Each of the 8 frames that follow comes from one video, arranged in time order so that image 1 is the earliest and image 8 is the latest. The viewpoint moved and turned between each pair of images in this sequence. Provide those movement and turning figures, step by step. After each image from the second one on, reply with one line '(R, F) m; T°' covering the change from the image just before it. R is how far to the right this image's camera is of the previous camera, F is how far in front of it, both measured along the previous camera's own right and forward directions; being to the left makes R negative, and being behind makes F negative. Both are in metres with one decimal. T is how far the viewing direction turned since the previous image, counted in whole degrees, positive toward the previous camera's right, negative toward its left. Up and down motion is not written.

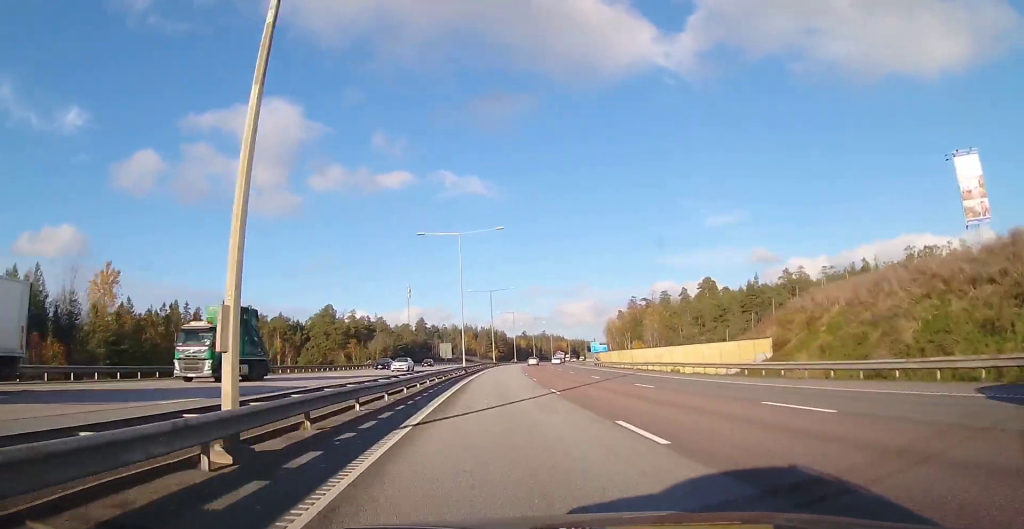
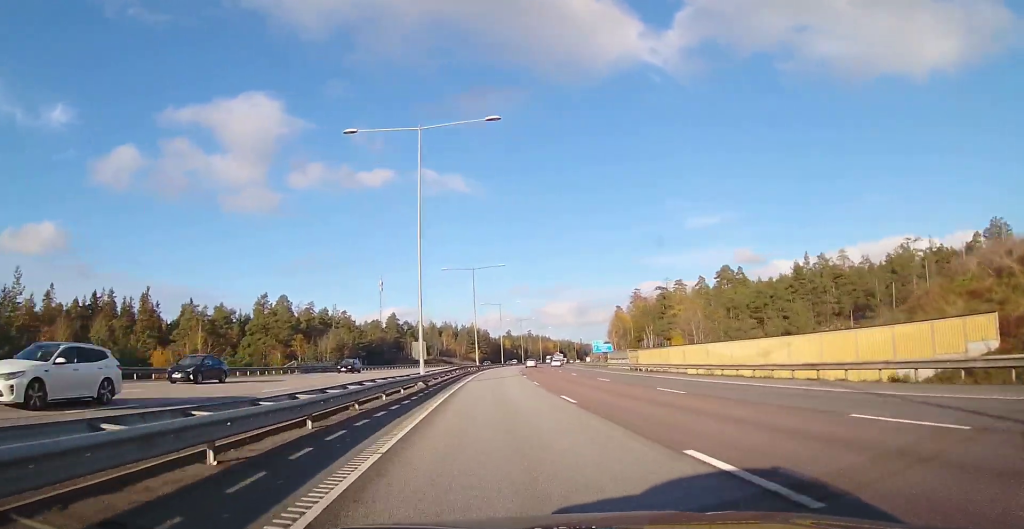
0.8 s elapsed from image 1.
(+0.2, +28.2) m; +2°
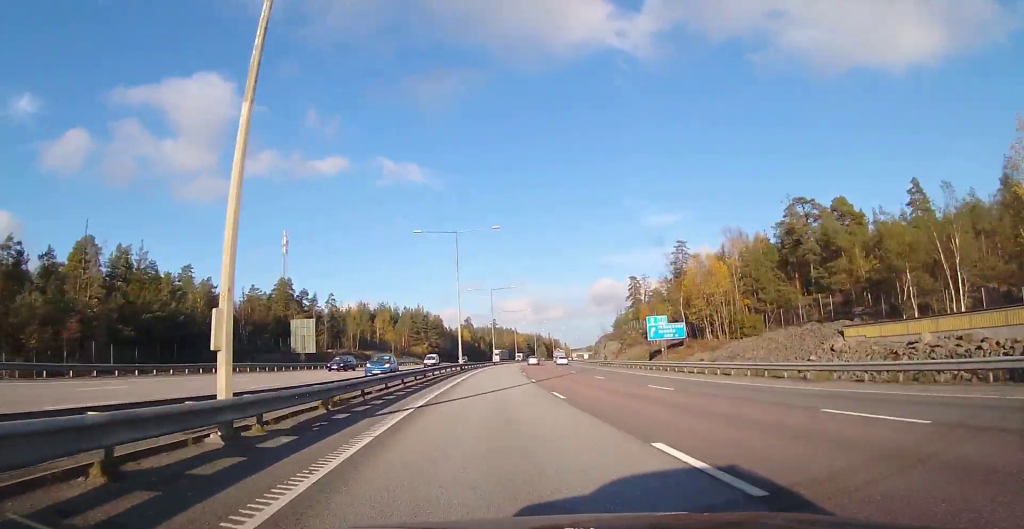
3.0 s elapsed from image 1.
(+4.9, +73.9) m; +7°
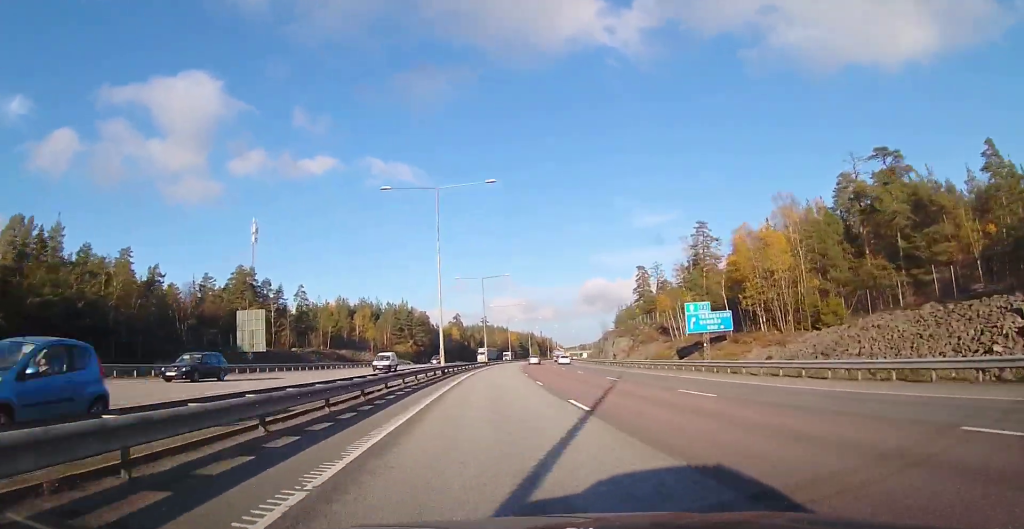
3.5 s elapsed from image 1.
(+0.1, +16.2) m; +1°
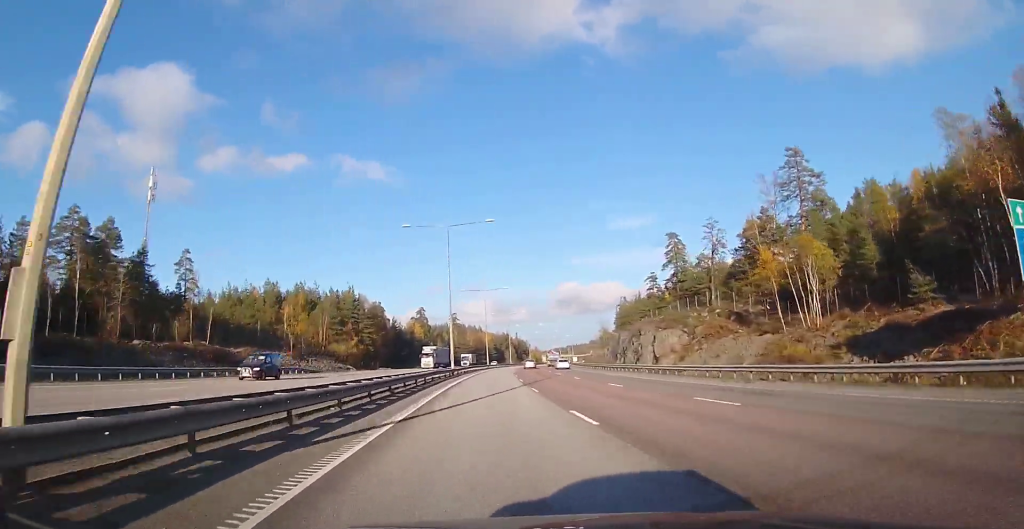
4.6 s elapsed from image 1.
(+1.1, +39.7) m; +2°
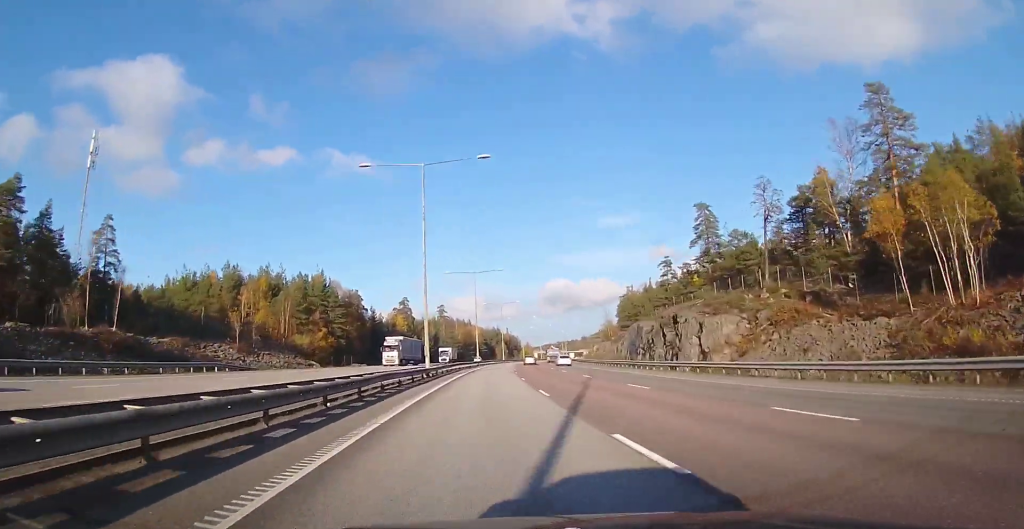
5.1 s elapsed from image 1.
(0.0, +17.8) m; +1°
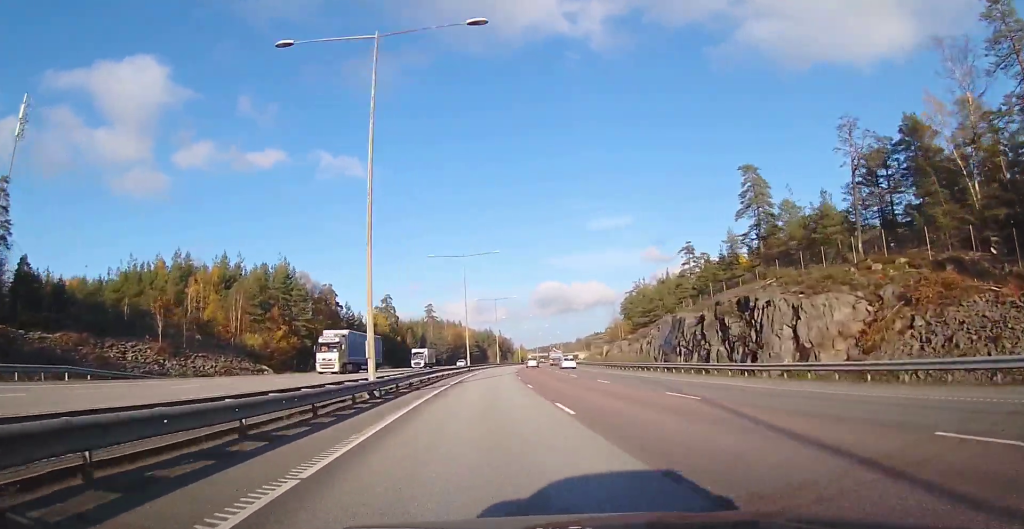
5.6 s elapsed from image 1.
(-0.3, +17.8) m; +1°
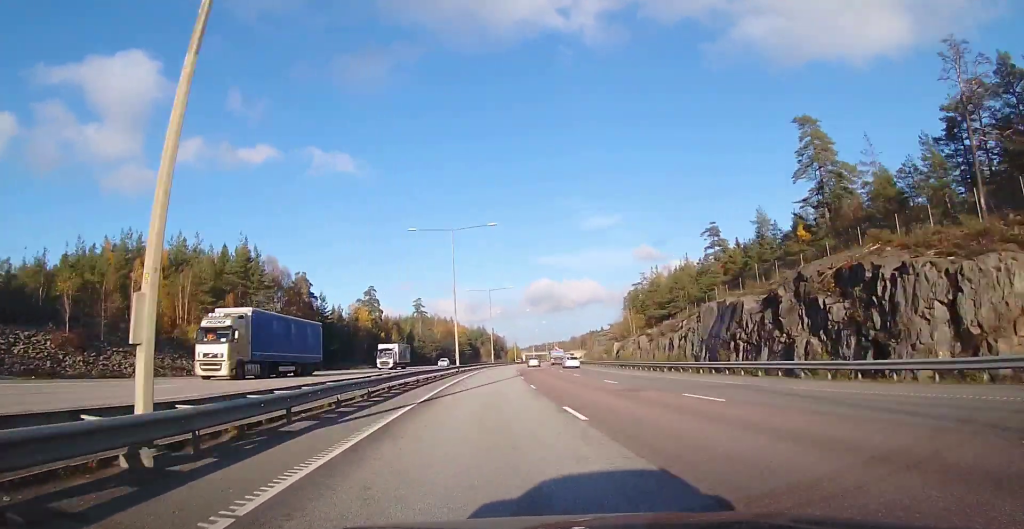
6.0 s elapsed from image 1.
(+0.3, +14.2) m; +1°
